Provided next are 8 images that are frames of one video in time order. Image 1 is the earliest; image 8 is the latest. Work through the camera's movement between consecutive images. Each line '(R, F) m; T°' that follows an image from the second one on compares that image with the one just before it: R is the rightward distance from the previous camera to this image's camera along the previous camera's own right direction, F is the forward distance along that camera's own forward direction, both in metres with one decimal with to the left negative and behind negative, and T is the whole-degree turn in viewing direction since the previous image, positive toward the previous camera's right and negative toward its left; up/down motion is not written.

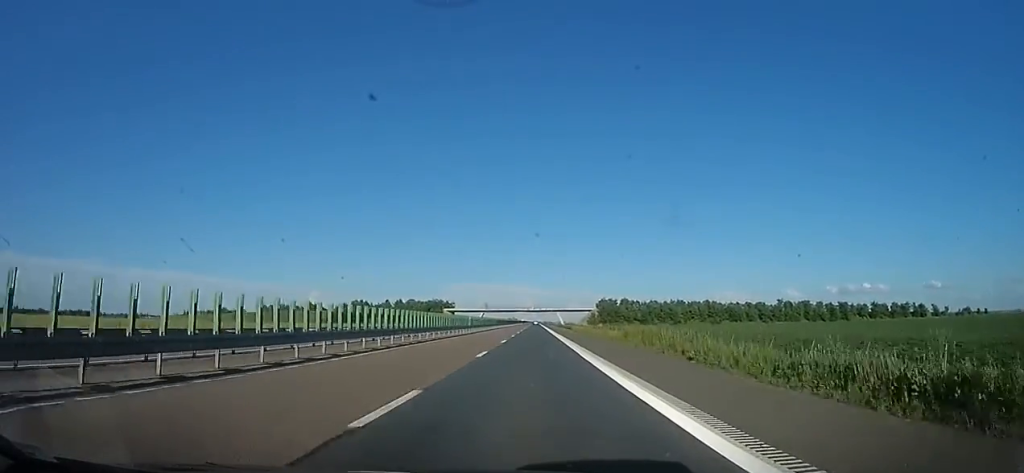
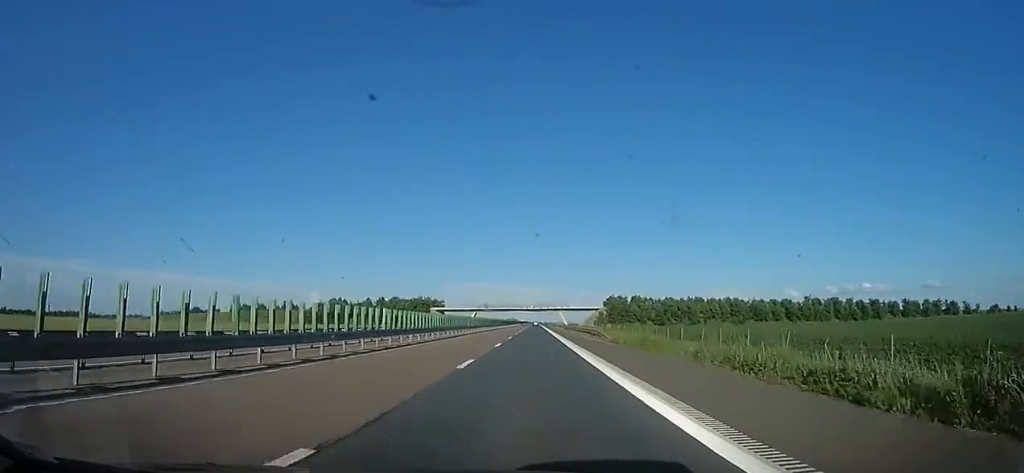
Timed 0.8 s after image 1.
(+0.4, +27.9) m; 0°
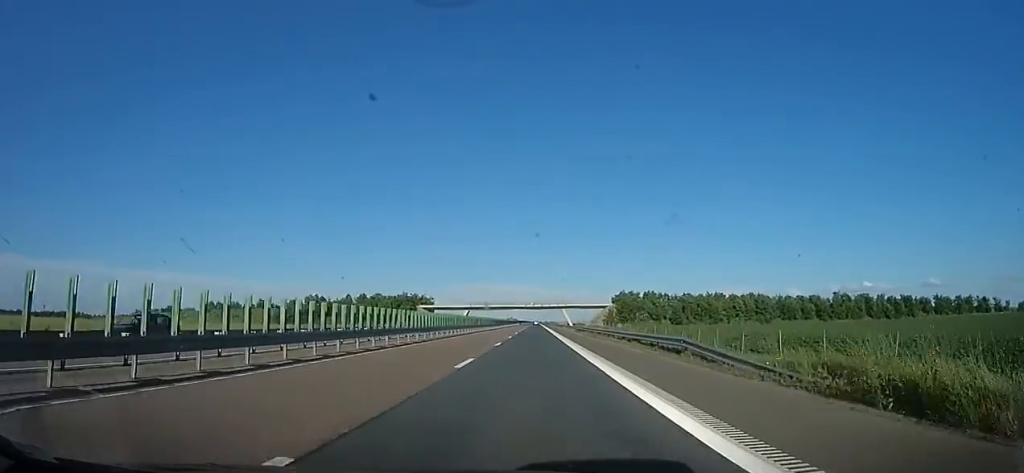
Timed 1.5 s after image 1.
(+0.3, +24.4) m; 0°
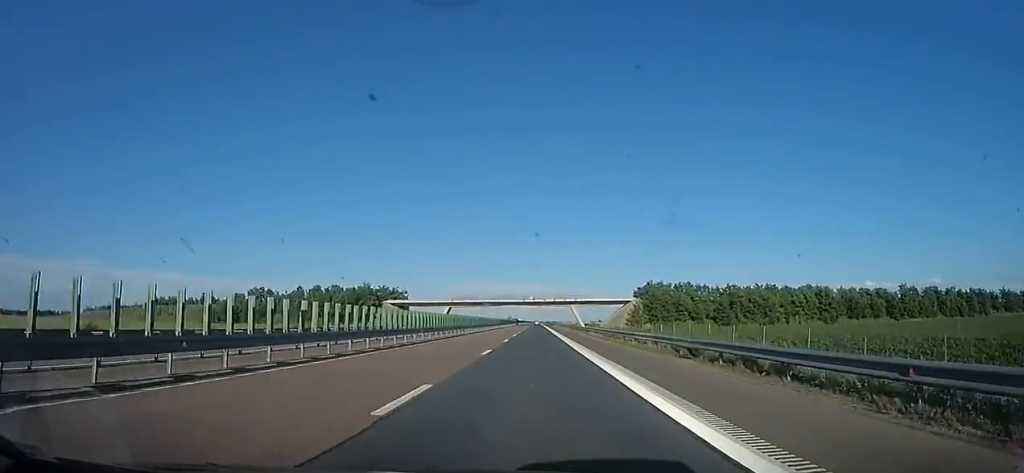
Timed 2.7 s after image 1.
(-0.5, +42.7) m; 0°
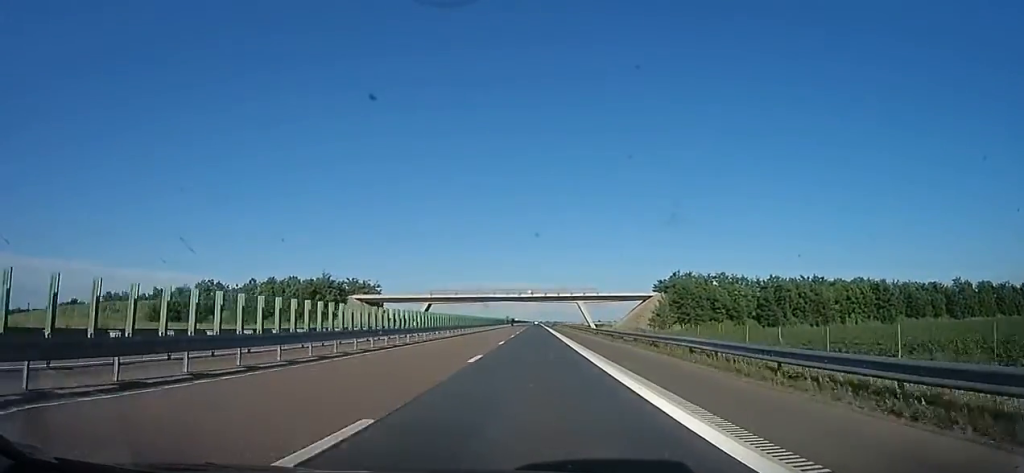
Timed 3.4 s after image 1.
(+0.6, +27.2) m; 0°
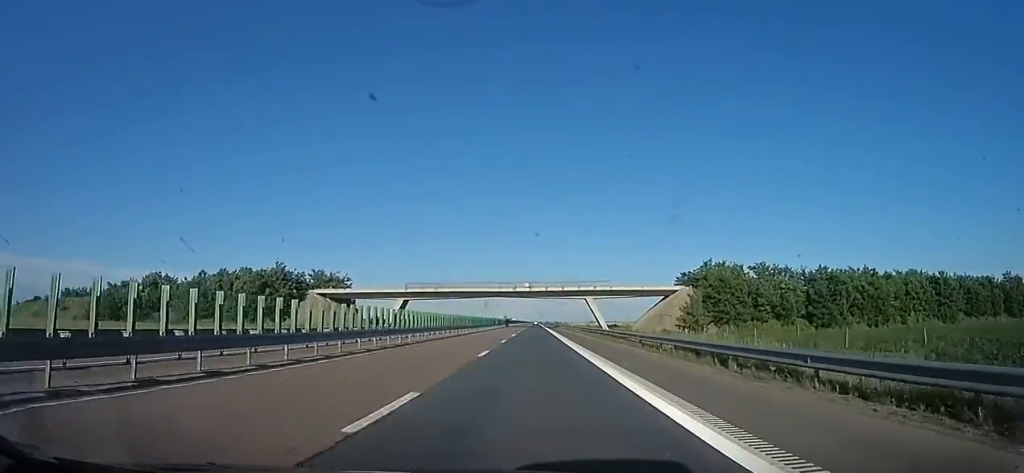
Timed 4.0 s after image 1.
(-0.9, +21.3) m; 0°
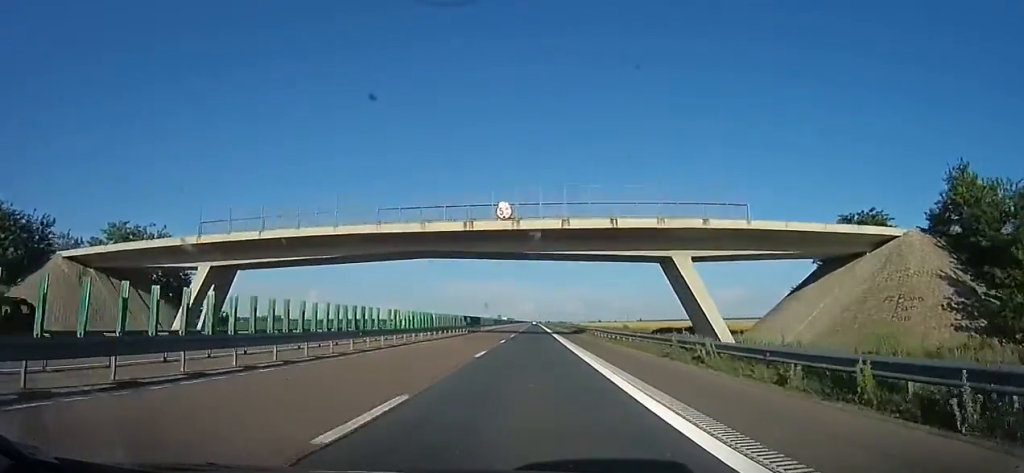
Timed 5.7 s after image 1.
(+1.9, +60.2) m; +1°
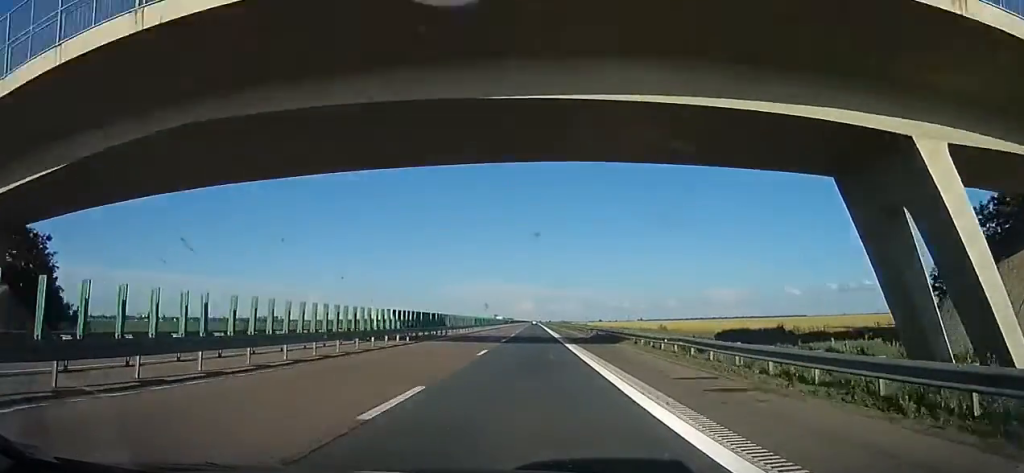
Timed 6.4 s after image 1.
(+0.1, +23.3) m; -1°
